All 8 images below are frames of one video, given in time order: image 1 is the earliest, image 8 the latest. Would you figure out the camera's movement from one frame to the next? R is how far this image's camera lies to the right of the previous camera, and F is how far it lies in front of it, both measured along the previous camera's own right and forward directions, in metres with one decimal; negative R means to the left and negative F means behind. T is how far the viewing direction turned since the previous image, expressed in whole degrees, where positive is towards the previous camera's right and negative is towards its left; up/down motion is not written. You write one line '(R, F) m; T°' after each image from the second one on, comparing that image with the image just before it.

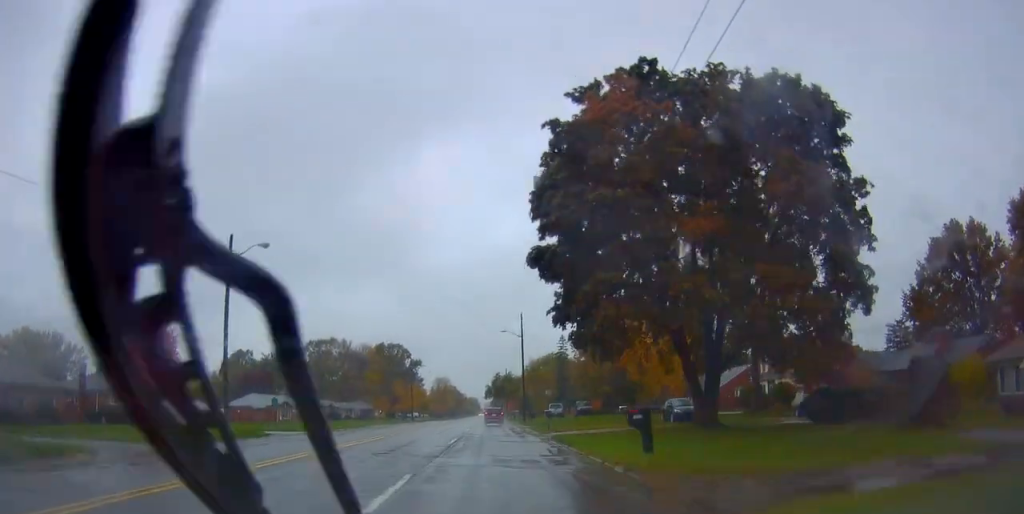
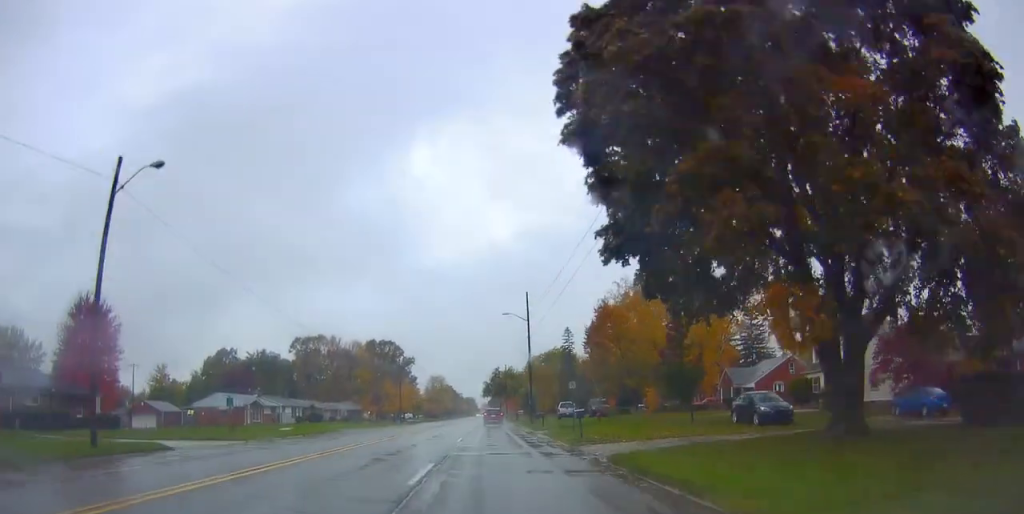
(-0.1, +11.8) m; -2°
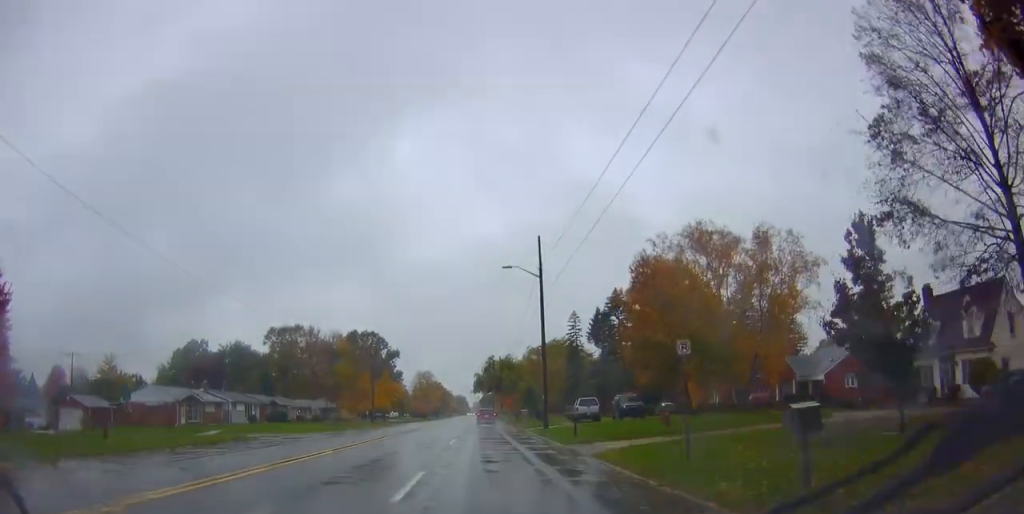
(-0.7, +16.7) m; -2°
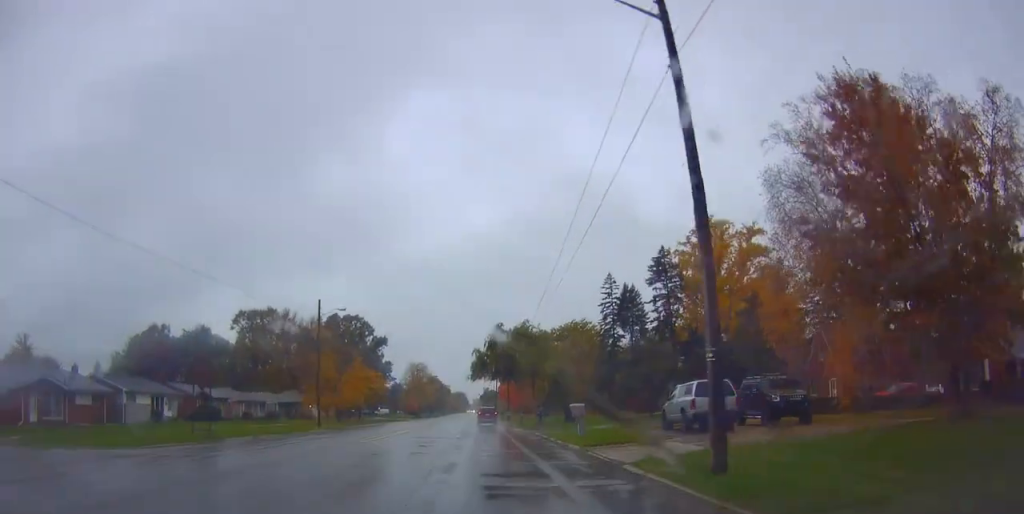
(+0.5, +25.5) m; 0°
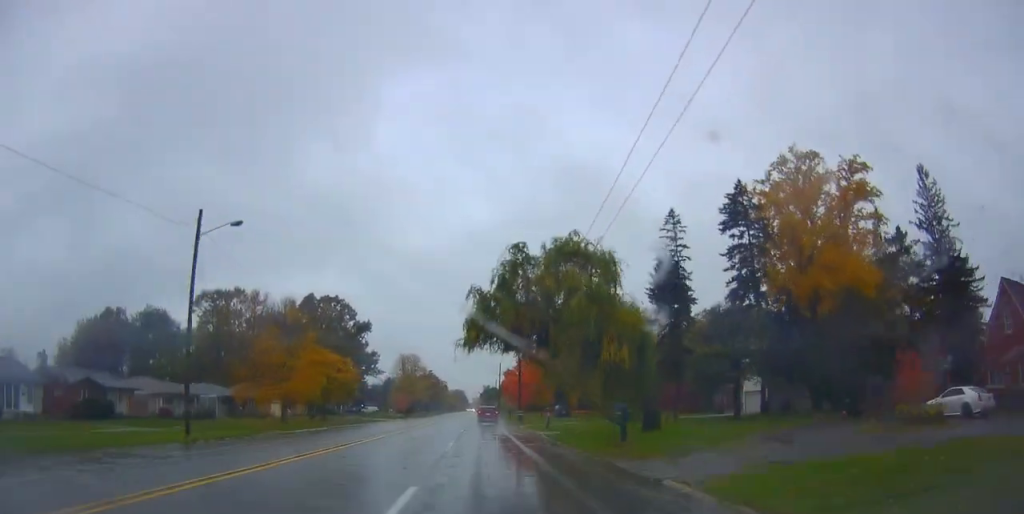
(-0.8, +23.5) m; 0°
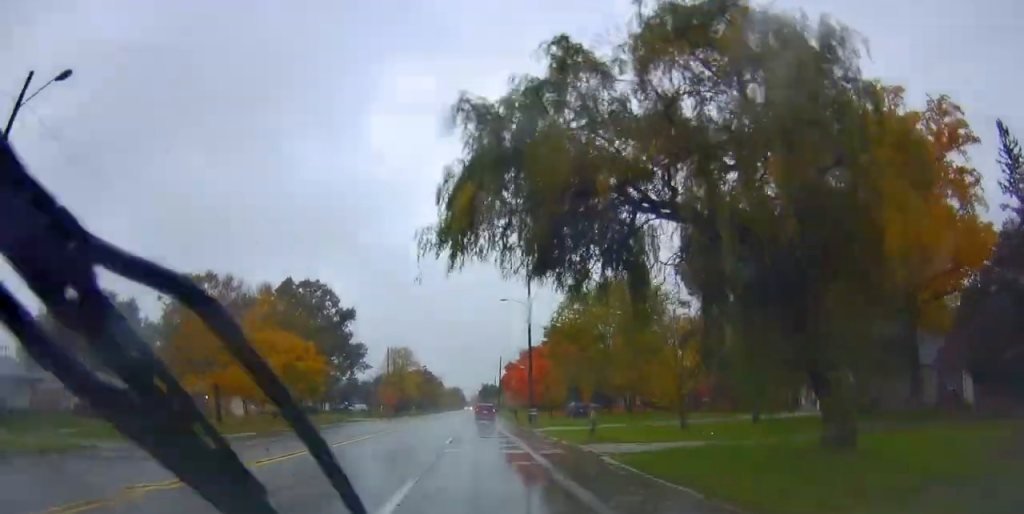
(+0.7, +14.9) m; +2°
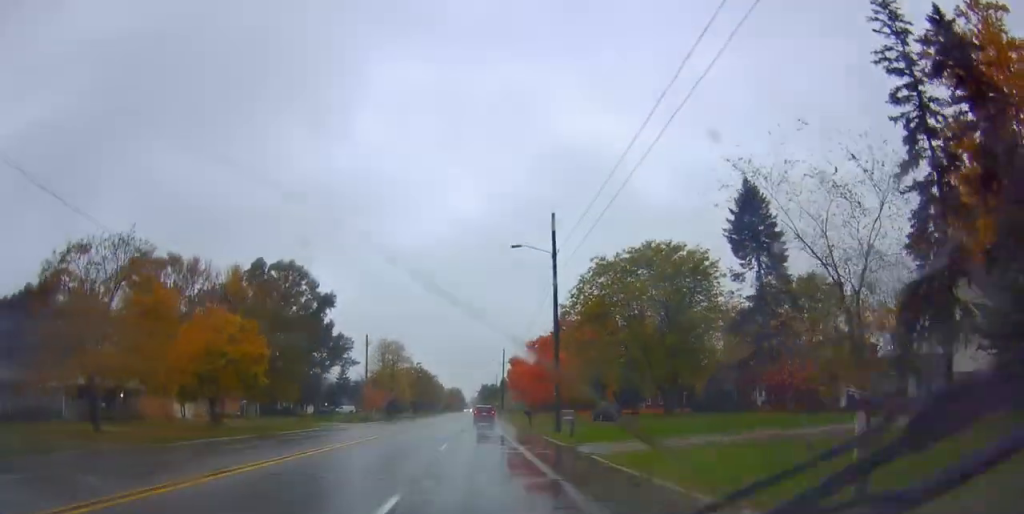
(+0.2, +16.2) m; 0°
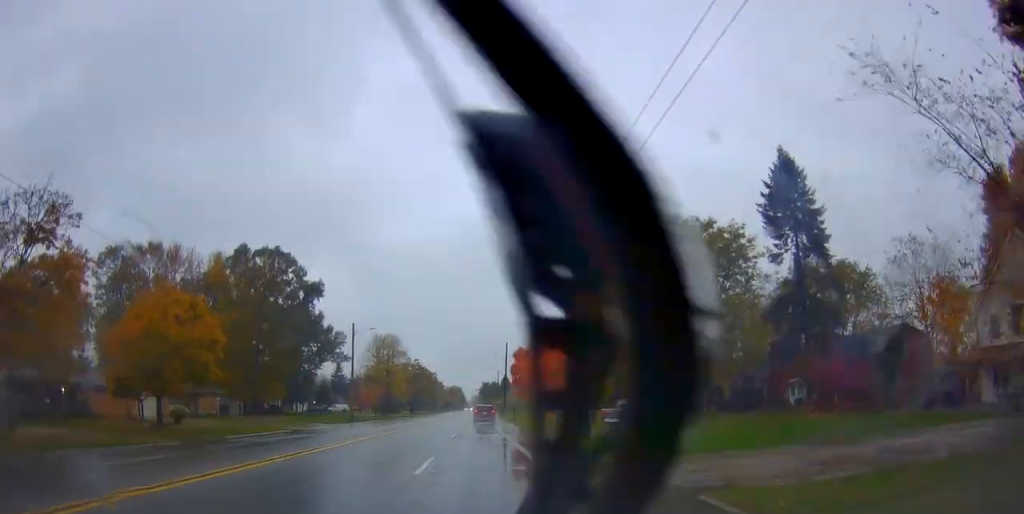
(+0.1, +8.1) m; -1°
